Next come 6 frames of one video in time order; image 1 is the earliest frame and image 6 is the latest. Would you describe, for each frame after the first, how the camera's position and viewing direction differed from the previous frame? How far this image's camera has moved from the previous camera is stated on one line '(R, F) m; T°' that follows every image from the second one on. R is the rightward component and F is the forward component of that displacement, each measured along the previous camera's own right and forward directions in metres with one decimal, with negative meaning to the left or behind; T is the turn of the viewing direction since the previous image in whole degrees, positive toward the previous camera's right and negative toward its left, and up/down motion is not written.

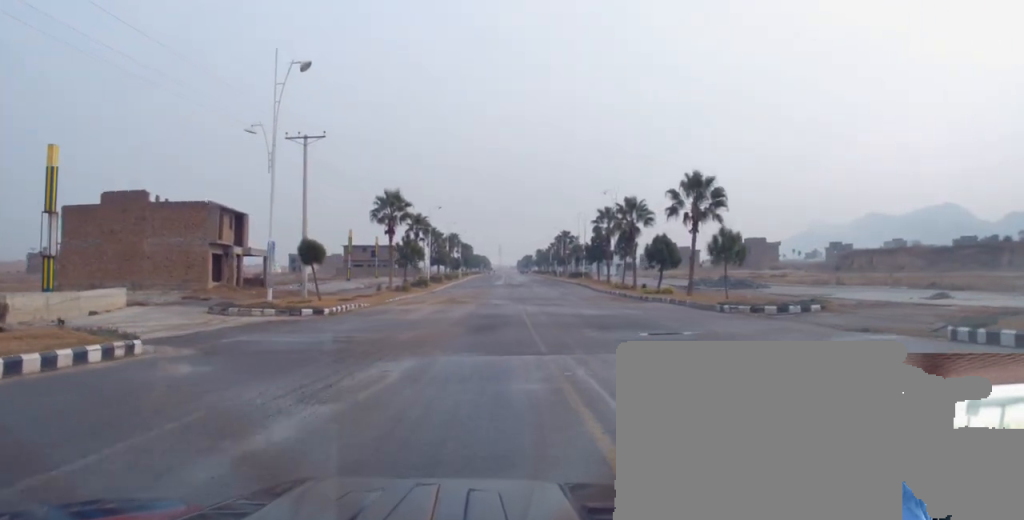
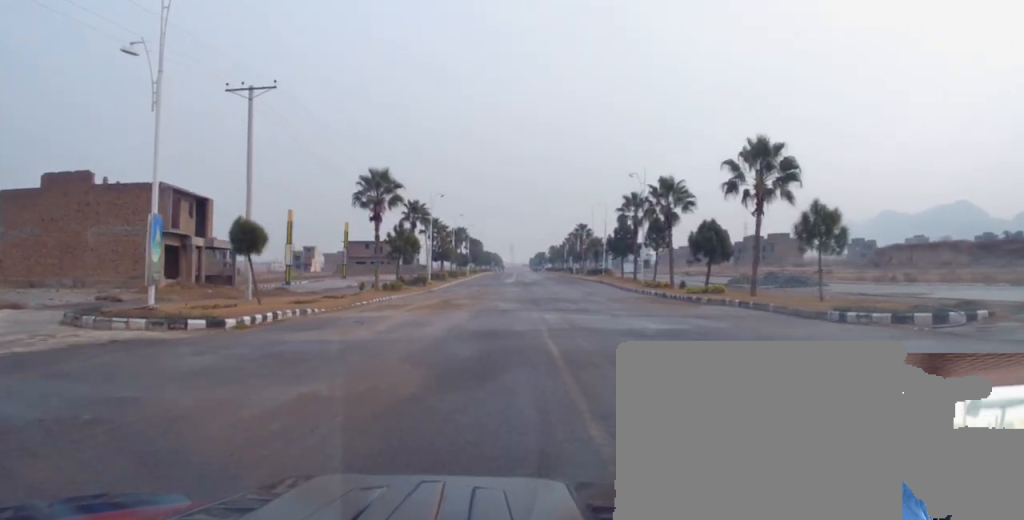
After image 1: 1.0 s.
(+0.1, +11.0) m; -1°
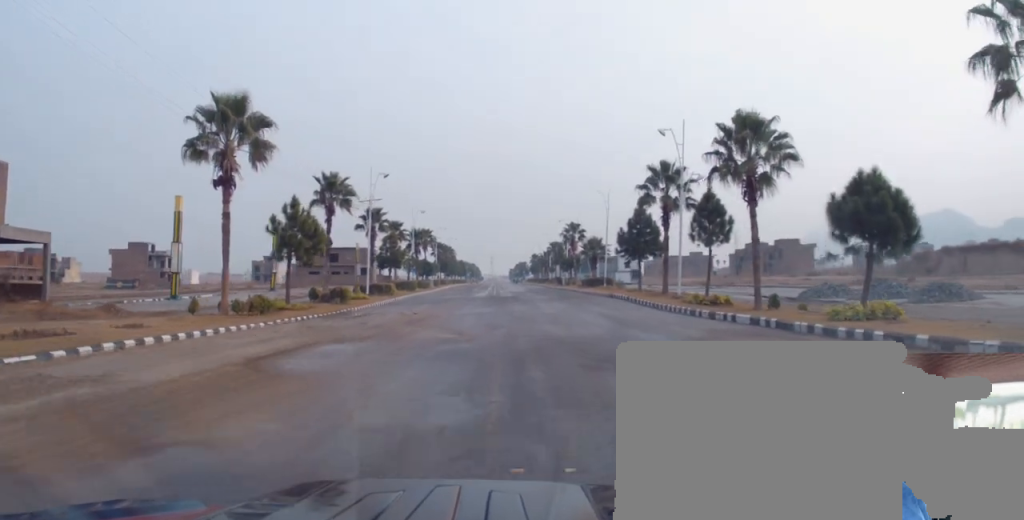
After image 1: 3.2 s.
(-0.4, +23.5) m; +2°
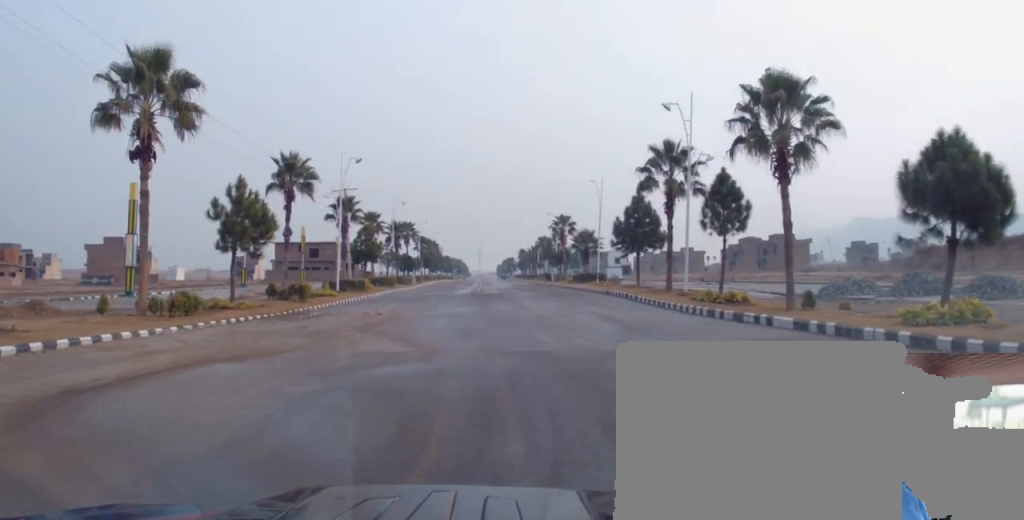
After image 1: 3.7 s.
(+0.2, +5.5) m; +1°
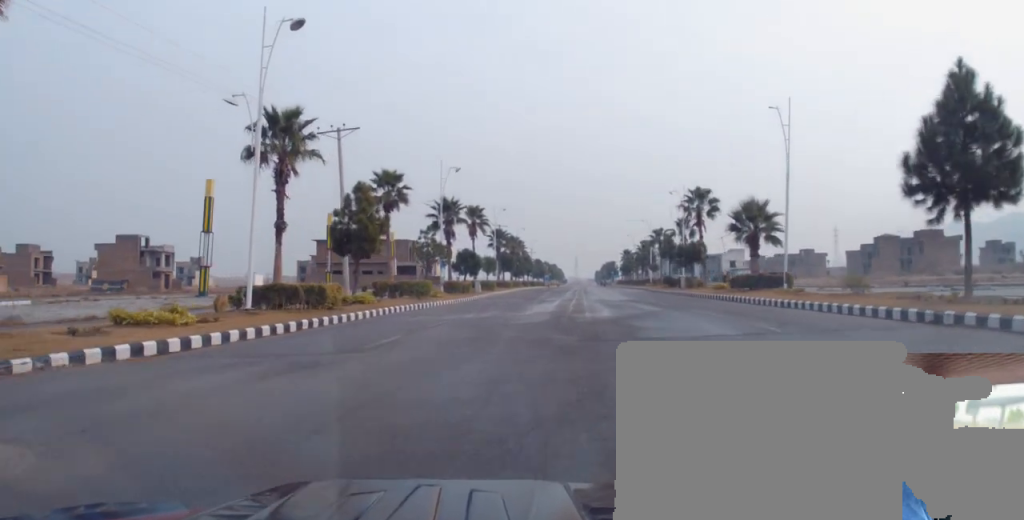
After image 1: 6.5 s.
(-2.3, +30.2) m; -10°
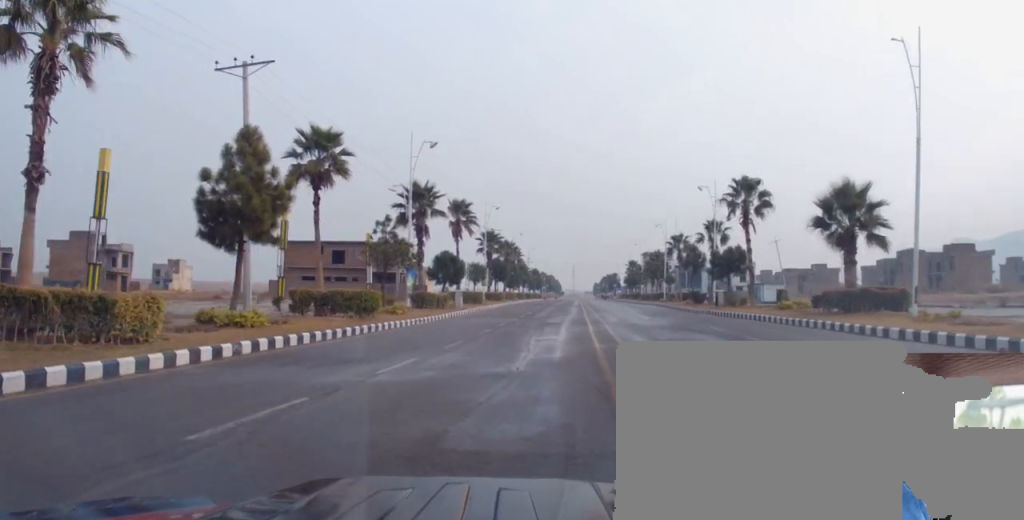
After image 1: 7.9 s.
(+0.3, +13.8) m; +3°
